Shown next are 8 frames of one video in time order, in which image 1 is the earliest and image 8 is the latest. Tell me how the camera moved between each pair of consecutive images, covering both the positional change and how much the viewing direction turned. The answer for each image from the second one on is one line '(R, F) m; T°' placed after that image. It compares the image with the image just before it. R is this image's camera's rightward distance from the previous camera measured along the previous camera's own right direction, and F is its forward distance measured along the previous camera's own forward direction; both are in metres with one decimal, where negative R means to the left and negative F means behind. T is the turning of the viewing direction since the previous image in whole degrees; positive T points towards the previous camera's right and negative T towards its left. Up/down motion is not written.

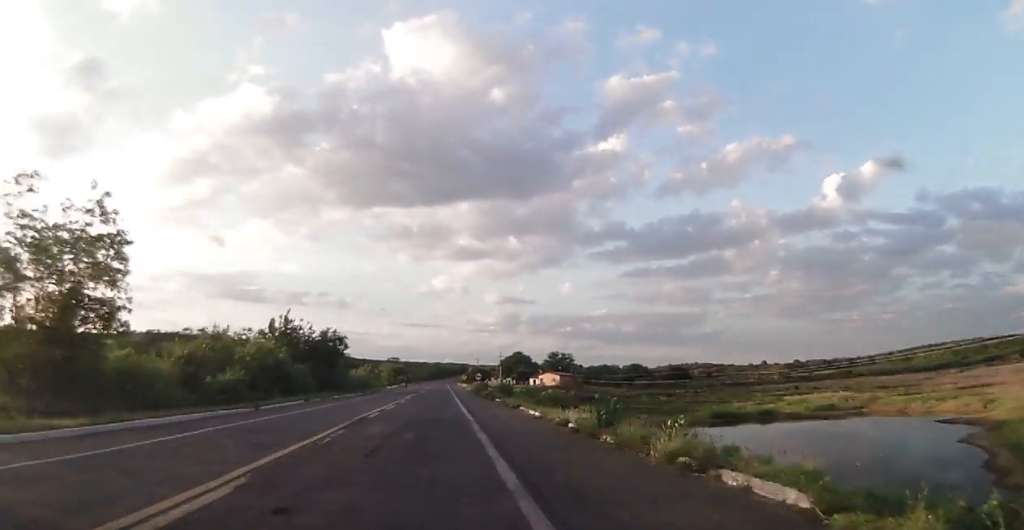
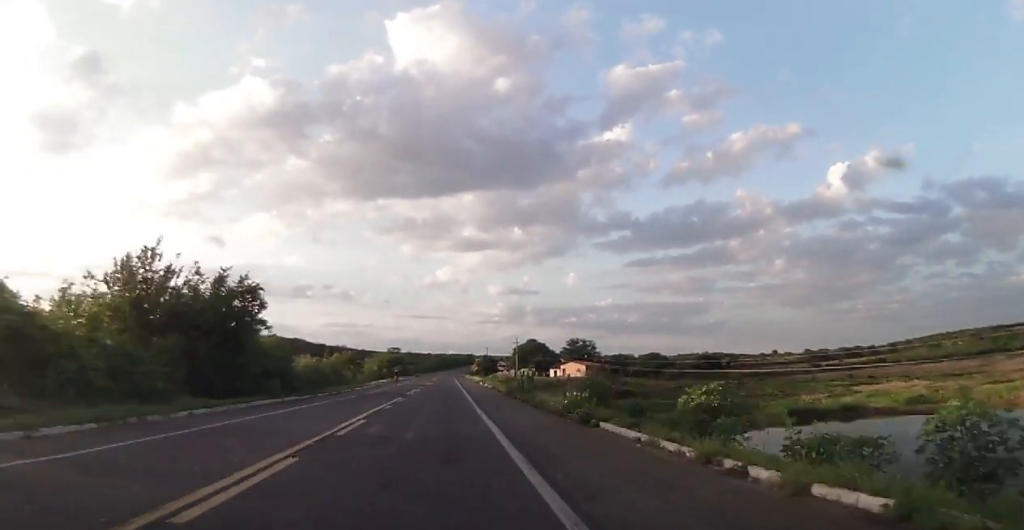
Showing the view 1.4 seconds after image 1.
(0.0, +31.6) m; 0°
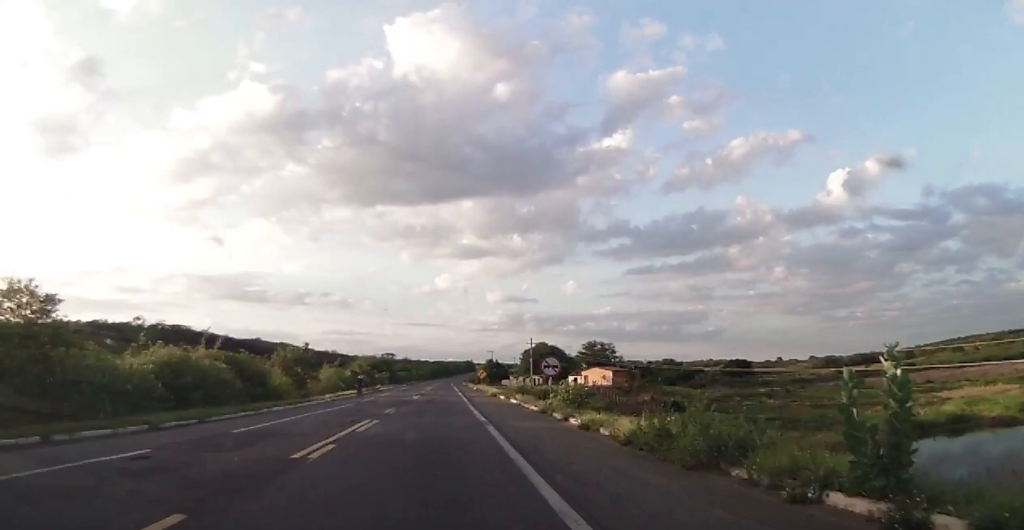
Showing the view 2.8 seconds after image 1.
(0.0, +30.2) m; 0°
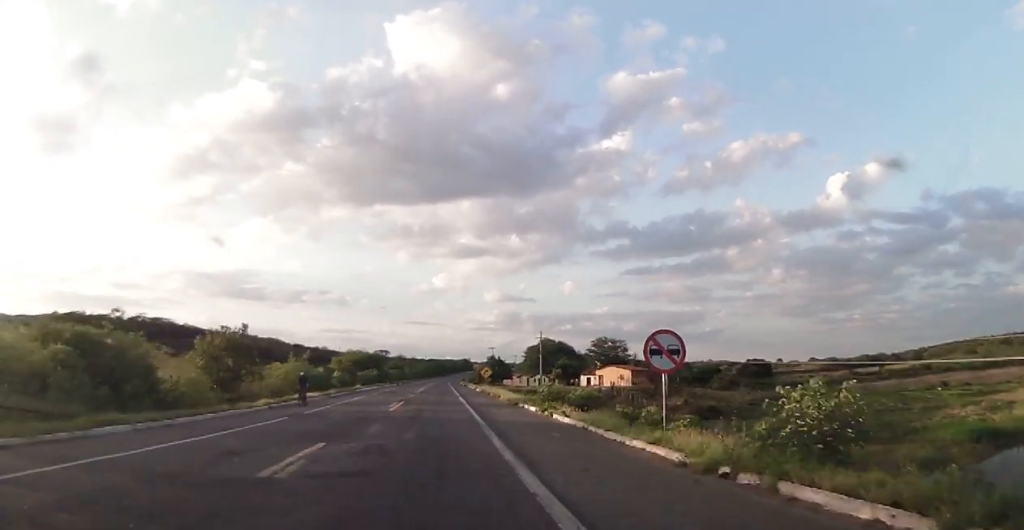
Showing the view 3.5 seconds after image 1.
(0.0, +17.6) m; 0°
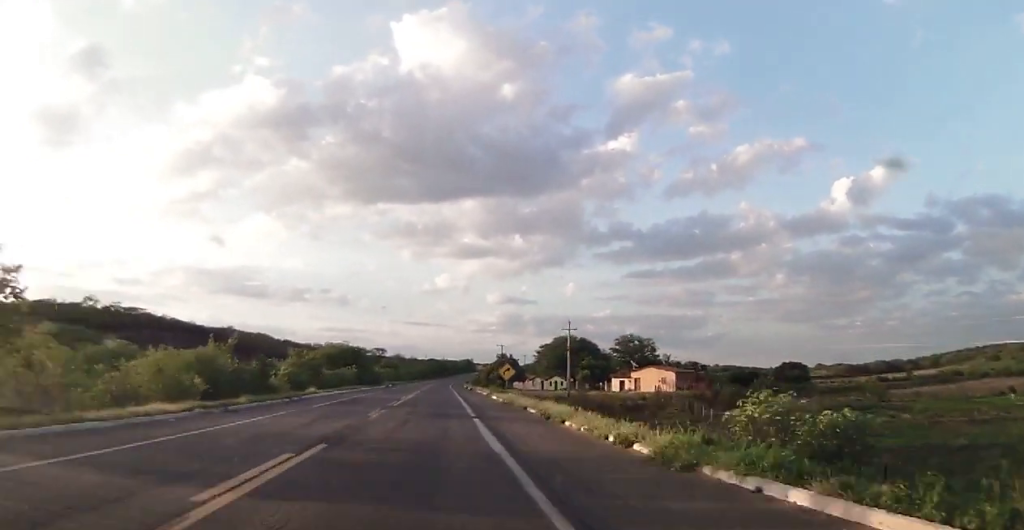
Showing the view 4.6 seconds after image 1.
(0.0, +24.8) m; 0°
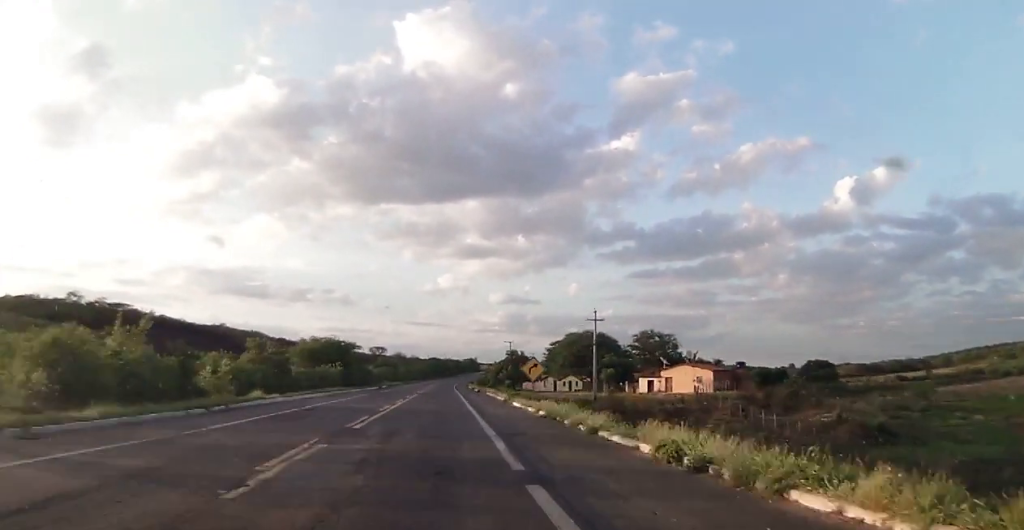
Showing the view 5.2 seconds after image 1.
(0.0, +14.0) m; 0°
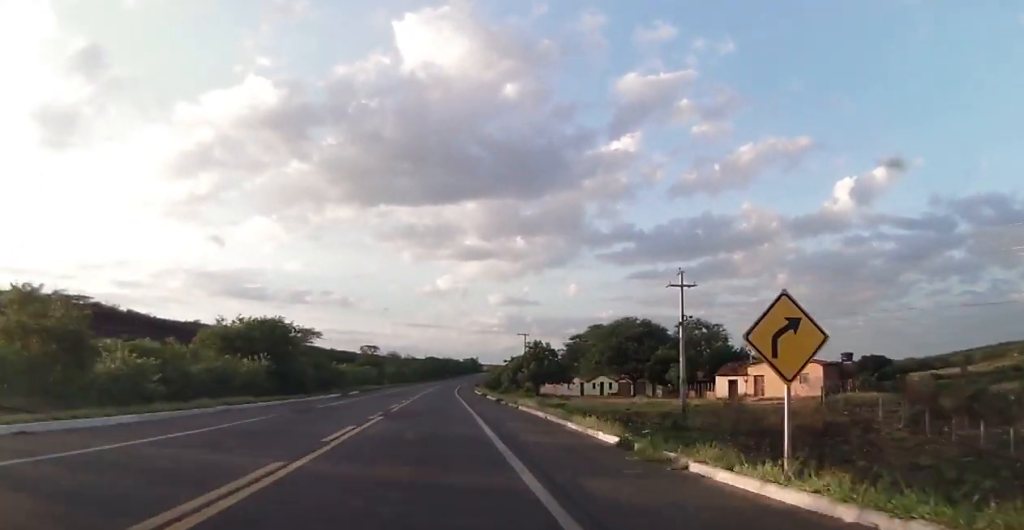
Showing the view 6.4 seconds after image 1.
(-0.1, +28.5) m; -1°
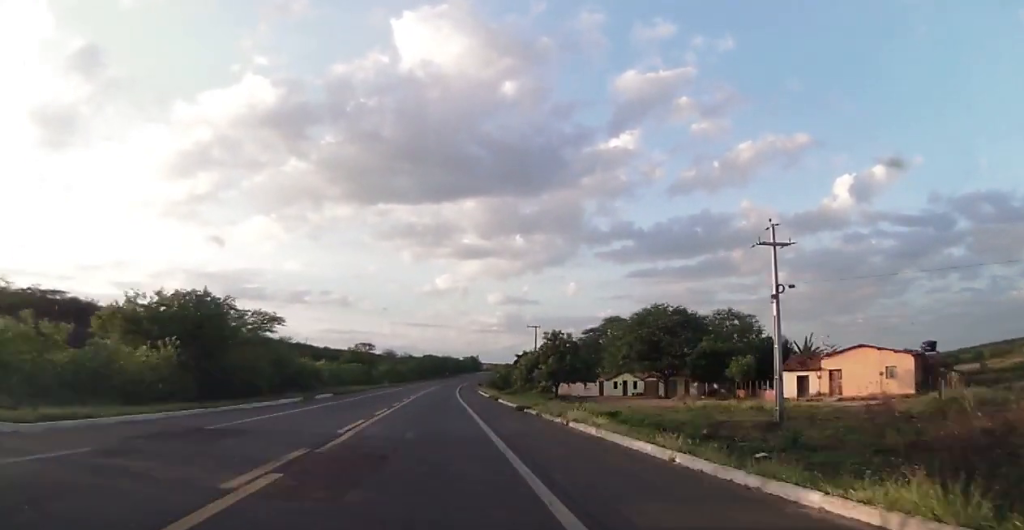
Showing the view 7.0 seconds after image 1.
(-0.3, +14.5) m; 0°
